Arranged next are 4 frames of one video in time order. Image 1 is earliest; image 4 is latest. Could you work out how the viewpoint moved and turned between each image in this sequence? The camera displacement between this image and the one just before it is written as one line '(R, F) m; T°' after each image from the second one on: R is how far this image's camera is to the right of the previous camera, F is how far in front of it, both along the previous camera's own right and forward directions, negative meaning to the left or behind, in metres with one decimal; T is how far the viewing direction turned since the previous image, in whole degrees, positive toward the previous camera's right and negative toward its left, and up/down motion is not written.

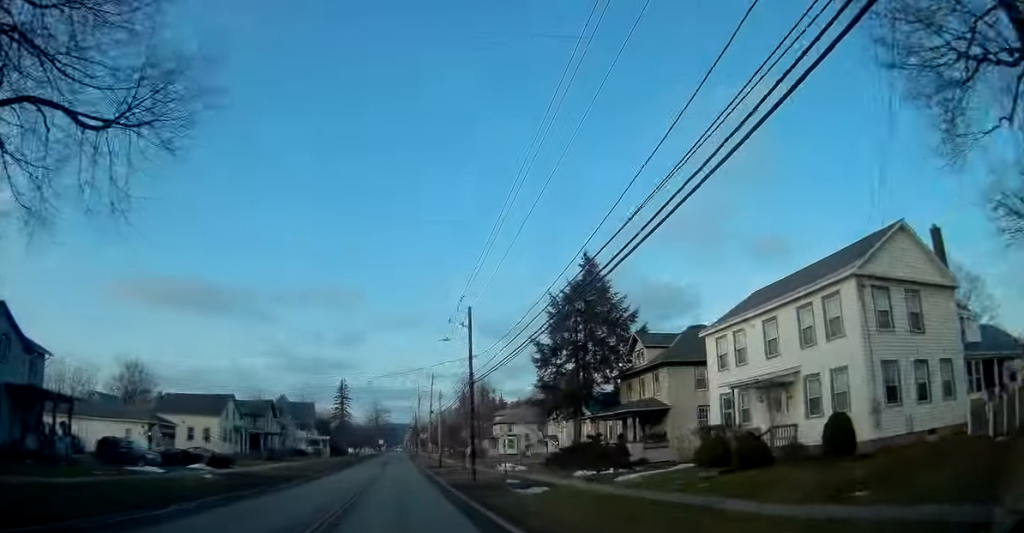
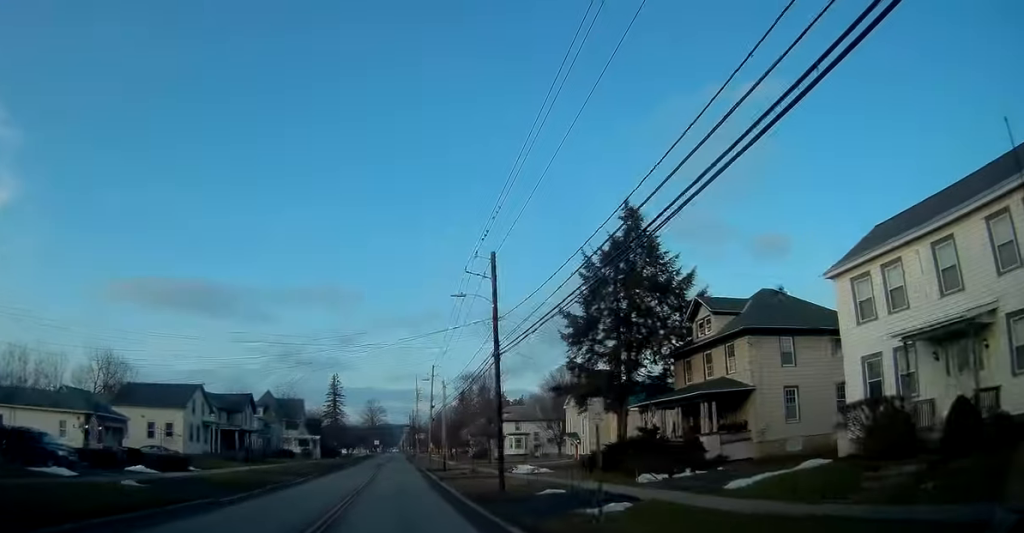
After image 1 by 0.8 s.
(+0.2, +10.2) m; 0°
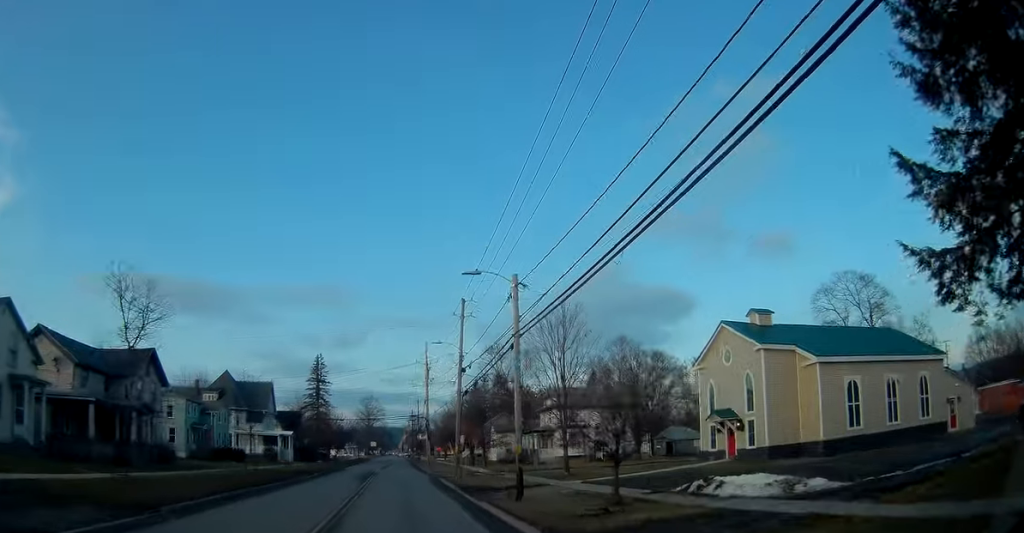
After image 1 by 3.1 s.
(0.0, +31.6) m; 0°
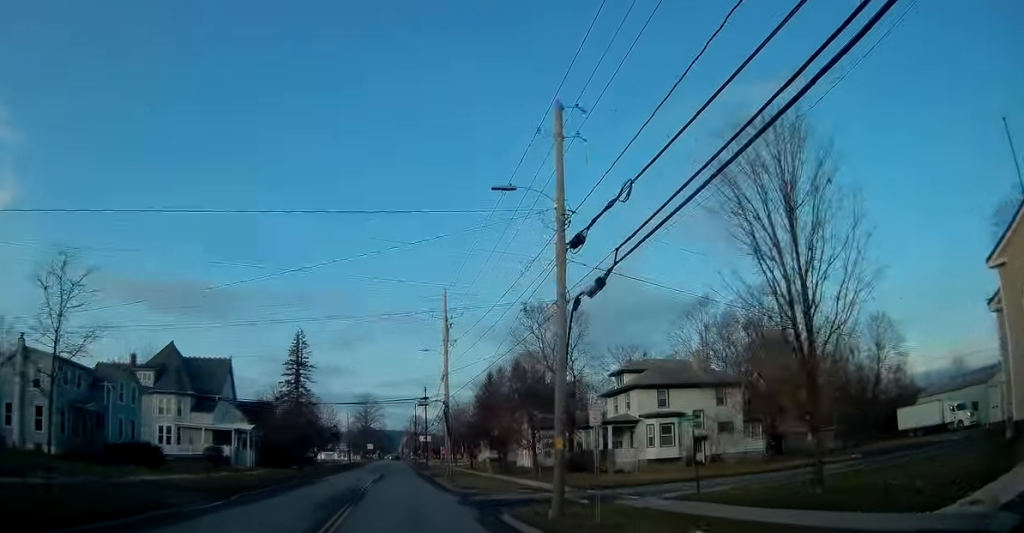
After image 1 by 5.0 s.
(-0.3, +24.5) m; 0°
